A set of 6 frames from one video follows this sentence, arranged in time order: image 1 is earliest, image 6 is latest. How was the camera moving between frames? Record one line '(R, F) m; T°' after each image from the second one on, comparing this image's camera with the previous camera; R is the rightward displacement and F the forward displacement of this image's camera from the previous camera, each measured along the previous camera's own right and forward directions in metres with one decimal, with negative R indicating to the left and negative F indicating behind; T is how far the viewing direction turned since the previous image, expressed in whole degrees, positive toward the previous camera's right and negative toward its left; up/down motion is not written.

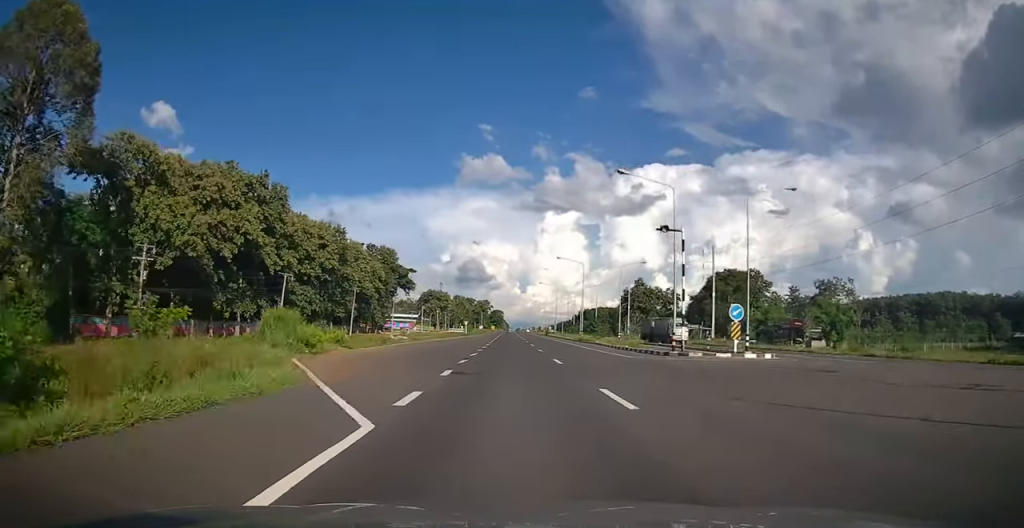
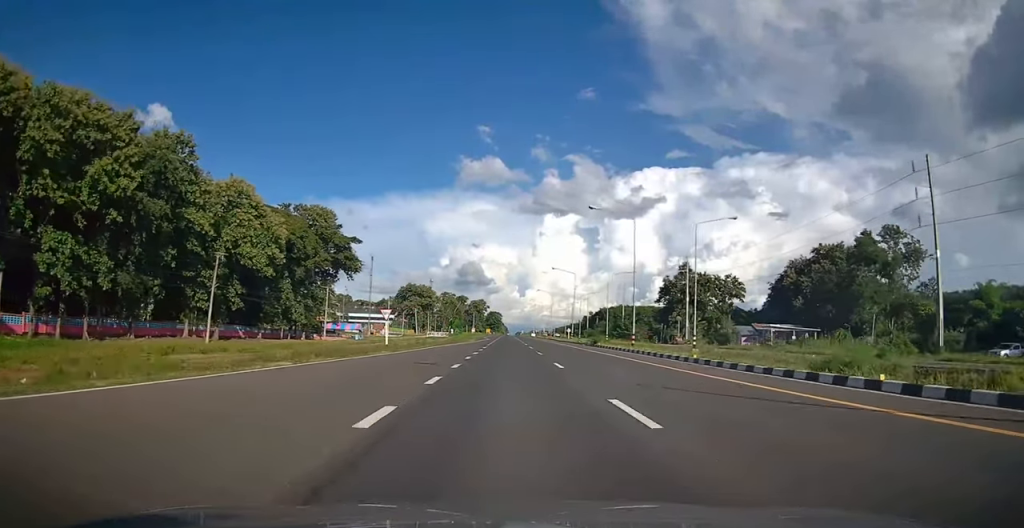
(+0.2, +61.9) m; 0°
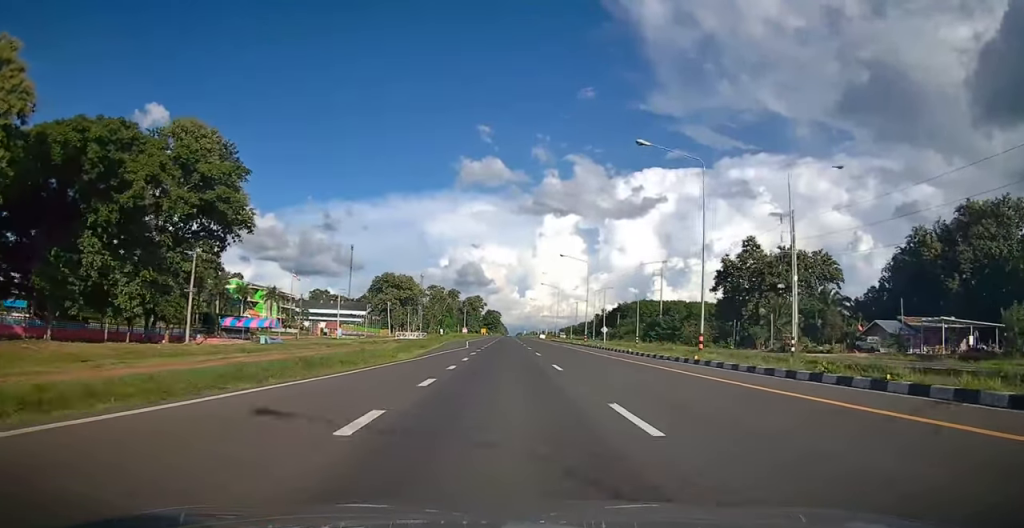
(0.0, +48.5) m; 0°
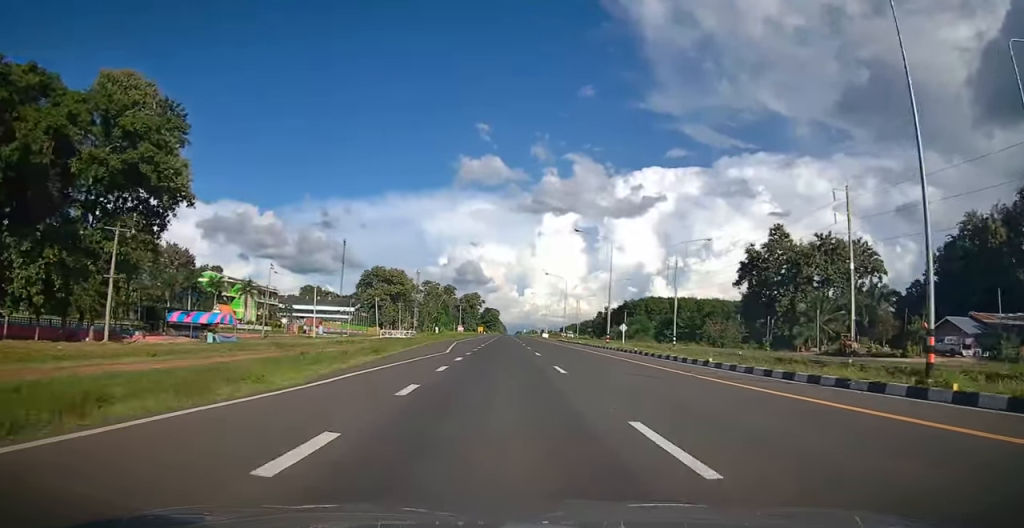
(0.0, +14.0) m; 0°
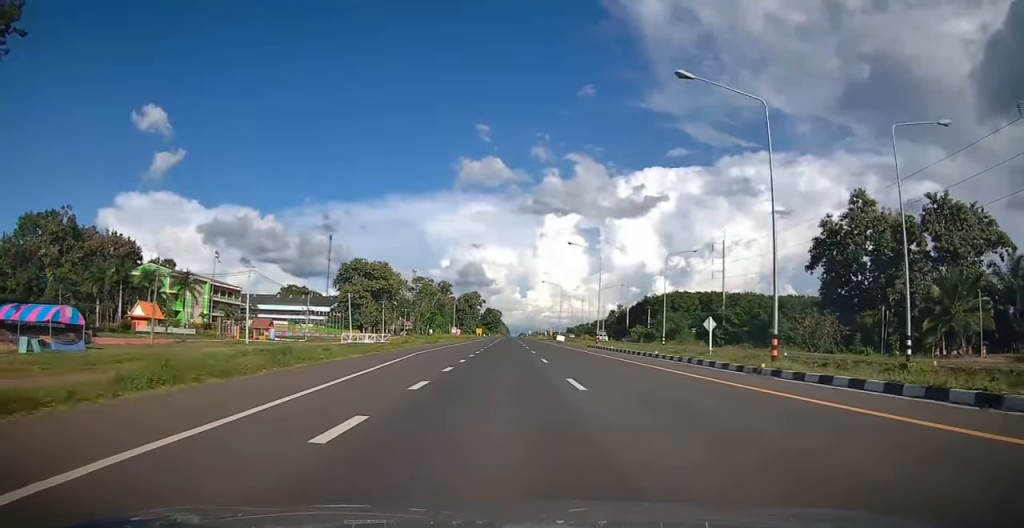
(+0.1, +28.5) m; 0°
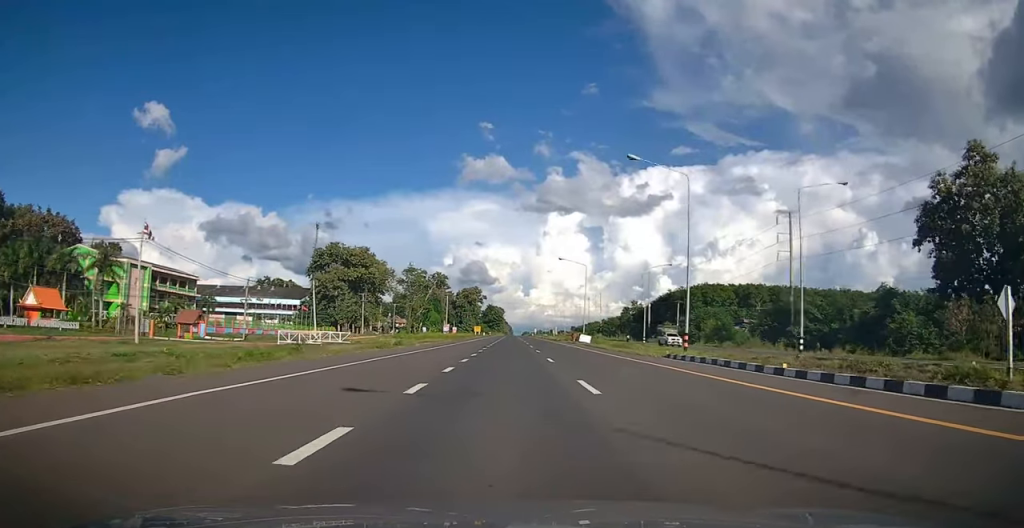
(-0.1, +25.1) m; 0°
